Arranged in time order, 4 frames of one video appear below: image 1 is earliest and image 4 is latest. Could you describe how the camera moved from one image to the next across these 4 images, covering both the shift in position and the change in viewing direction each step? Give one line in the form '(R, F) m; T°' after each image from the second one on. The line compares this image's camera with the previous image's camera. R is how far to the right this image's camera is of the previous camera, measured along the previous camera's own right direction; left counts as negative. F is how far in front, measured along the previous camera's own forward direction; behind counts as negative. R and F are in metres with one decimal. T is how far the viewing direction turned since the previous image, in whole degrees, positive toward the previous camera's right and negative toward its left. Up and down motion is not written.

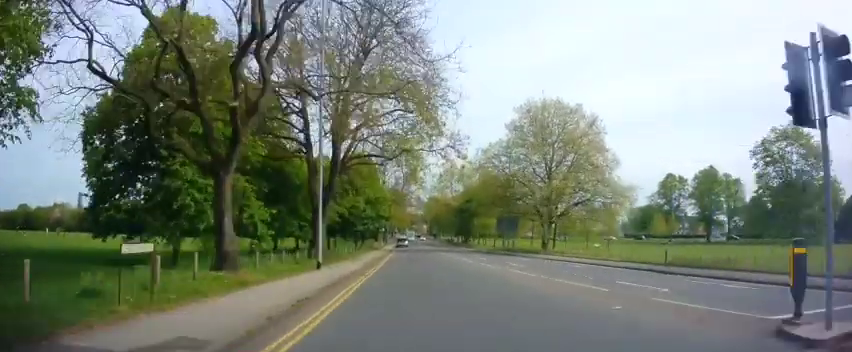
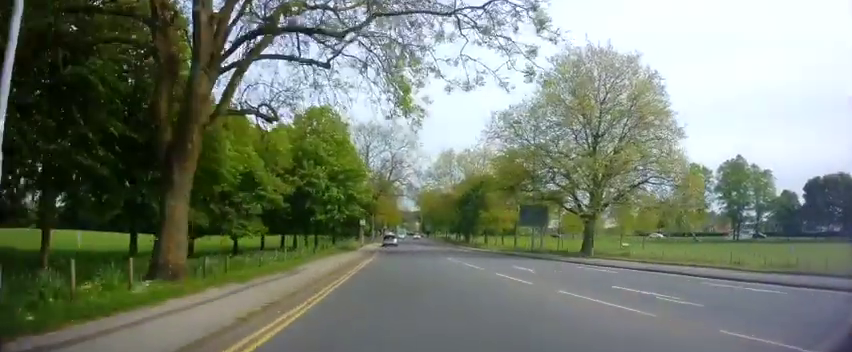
(0.0, +15.7) m; 0°
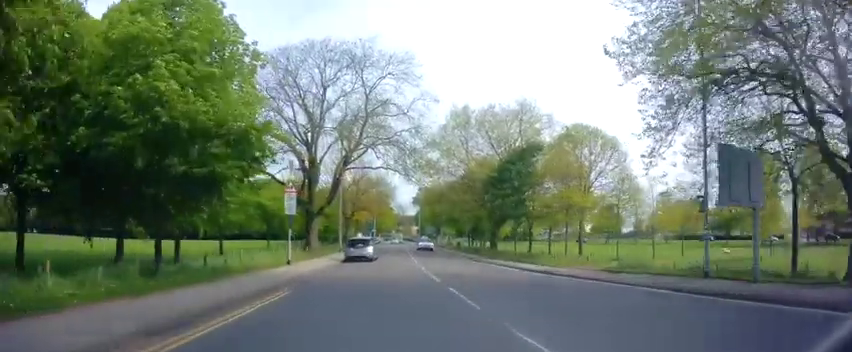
(-0.1, +28.5) m; 0°
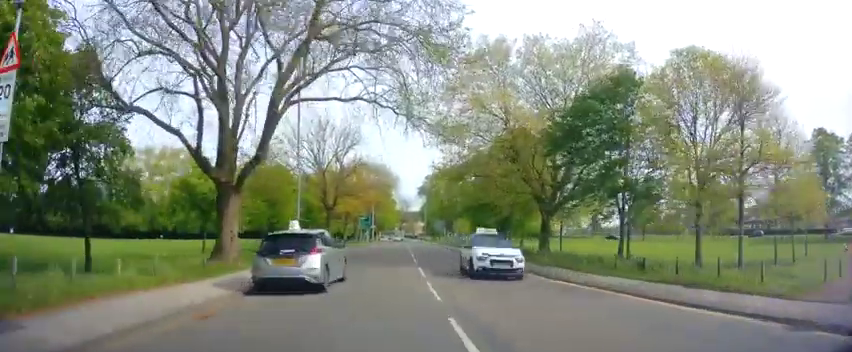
(+0.5, +17.3) m; +2°
